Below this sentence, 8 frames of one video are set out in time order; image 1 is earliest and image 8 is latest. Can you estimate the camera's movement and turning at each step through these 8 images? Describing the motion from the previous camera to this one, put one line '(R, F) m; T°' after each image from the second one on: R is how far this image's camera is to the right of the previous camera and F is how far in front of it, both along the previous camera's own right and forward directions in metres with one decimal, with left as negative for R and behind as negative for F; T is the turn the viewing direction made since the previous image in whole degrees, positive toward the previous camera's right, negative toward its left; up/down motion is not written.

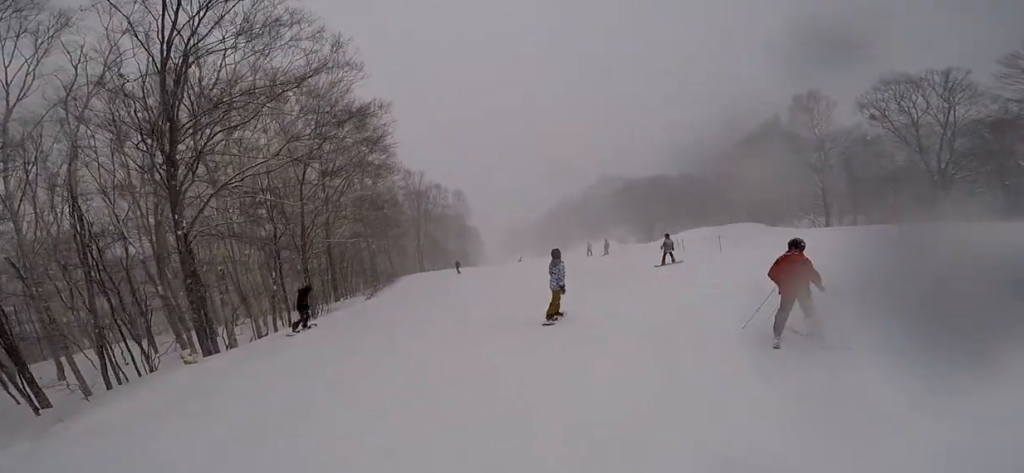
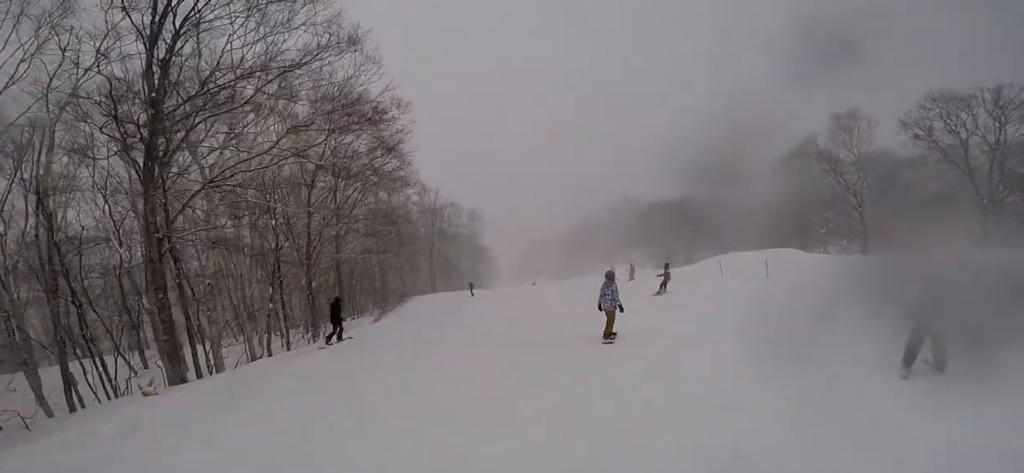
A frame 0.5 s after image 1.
(0.0, +2.3) m; +2°
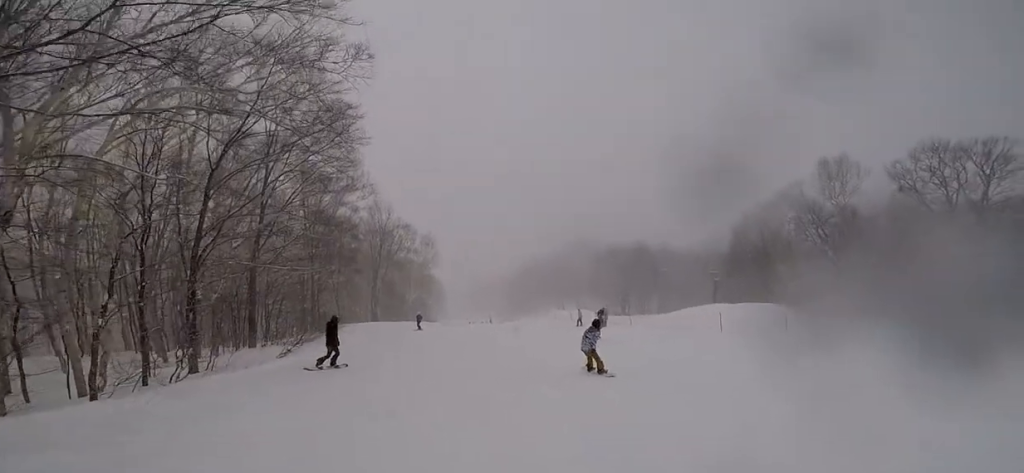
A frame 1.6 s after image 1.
(+0.2, +5.2) m; +9°
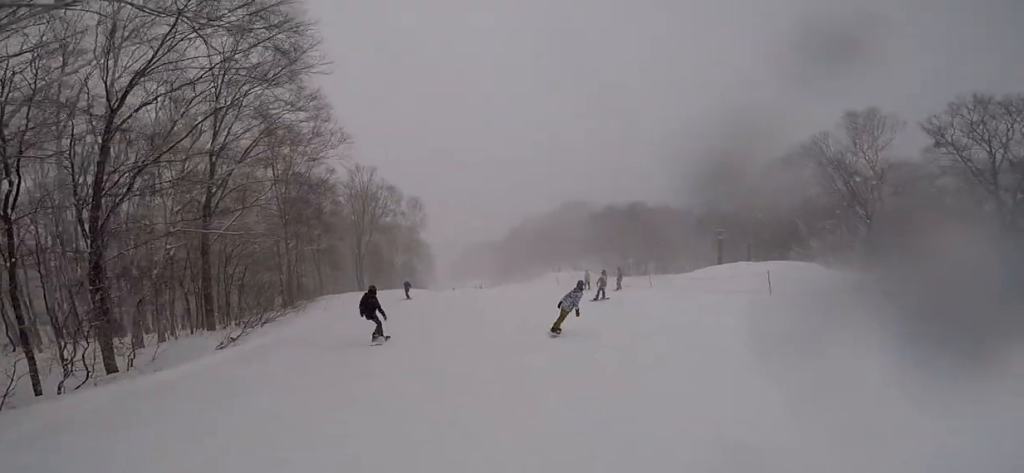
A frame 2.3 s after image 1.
(+0.4, +4.0) m; +11°
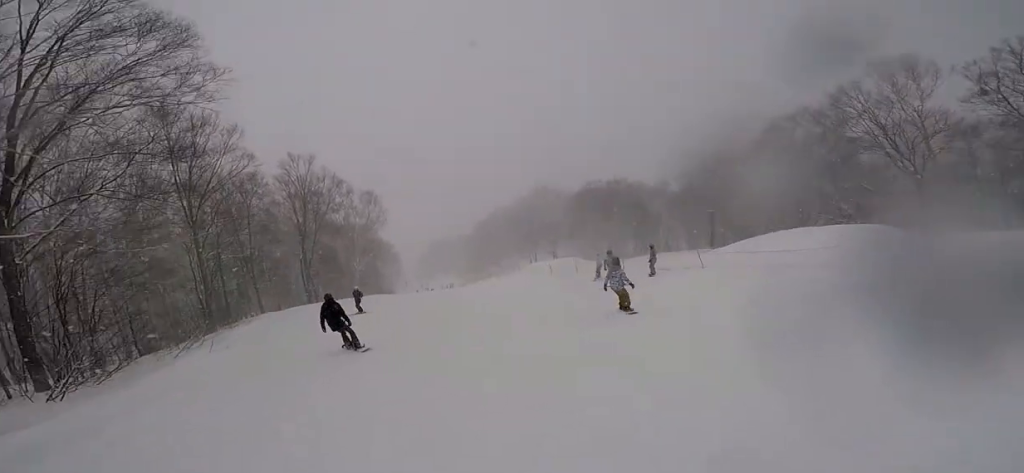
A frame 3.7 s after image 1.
(+1.6, +8.1) m; +6°
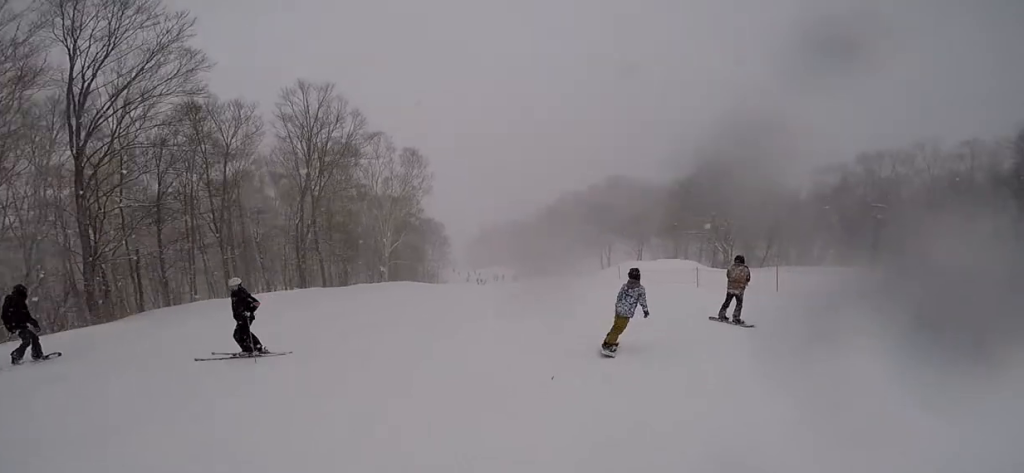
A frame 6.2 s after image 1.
(-3.3, +14.4) m; -21°
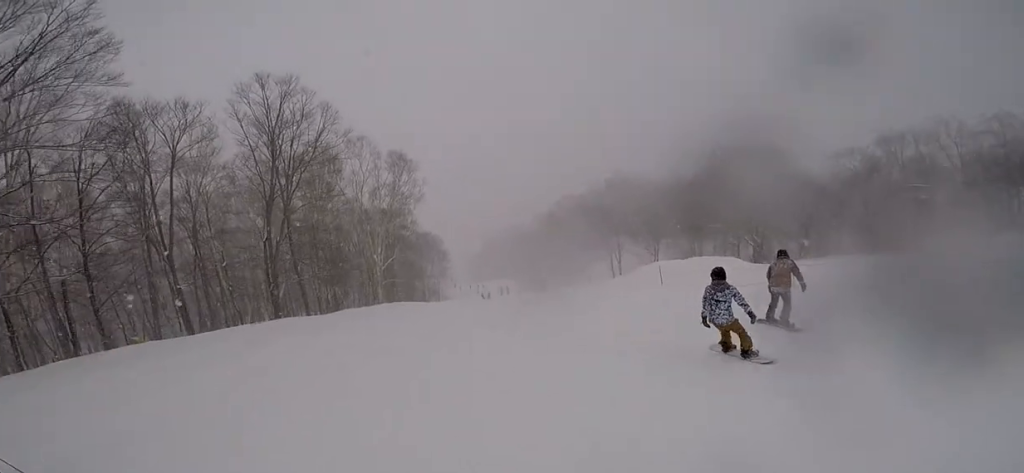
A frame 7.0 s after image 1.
(-0.4, +5.0) m; -3°
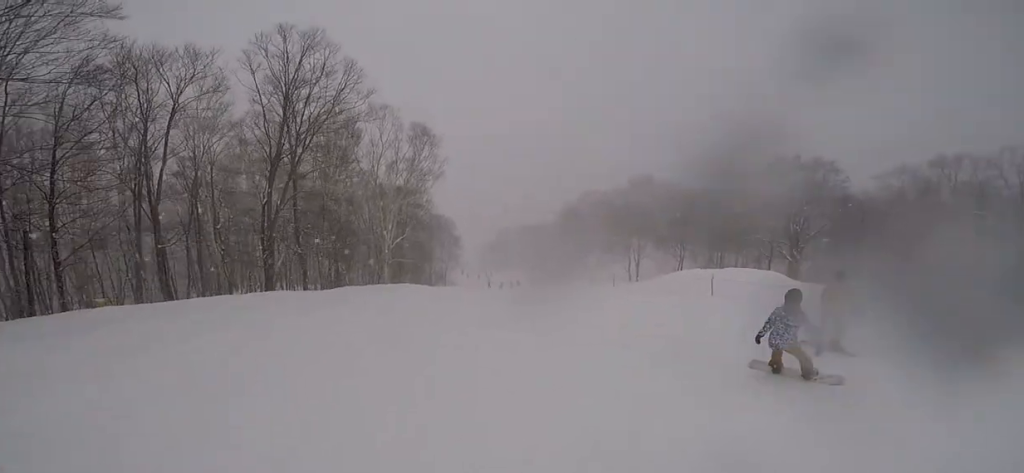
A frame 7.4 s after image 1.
(-0.2, +3.1) m; +3°
